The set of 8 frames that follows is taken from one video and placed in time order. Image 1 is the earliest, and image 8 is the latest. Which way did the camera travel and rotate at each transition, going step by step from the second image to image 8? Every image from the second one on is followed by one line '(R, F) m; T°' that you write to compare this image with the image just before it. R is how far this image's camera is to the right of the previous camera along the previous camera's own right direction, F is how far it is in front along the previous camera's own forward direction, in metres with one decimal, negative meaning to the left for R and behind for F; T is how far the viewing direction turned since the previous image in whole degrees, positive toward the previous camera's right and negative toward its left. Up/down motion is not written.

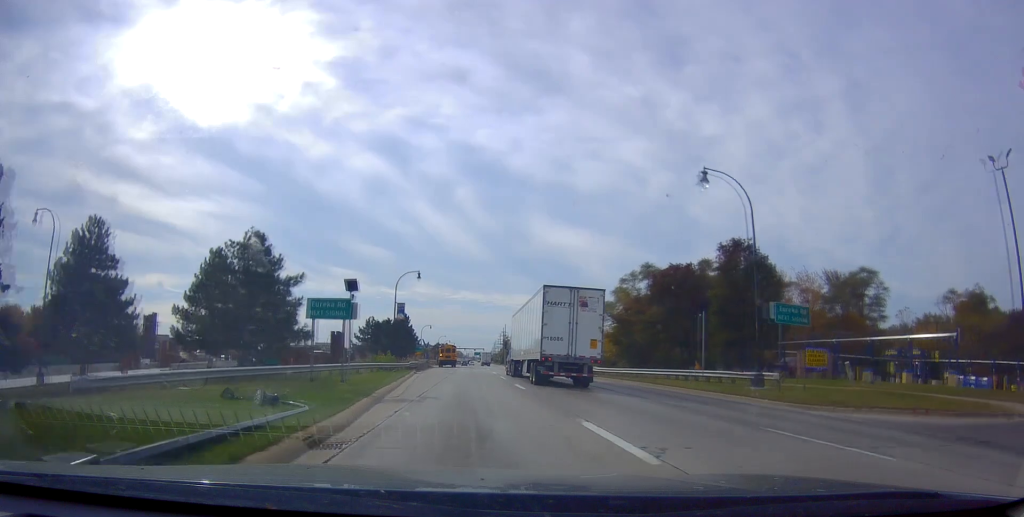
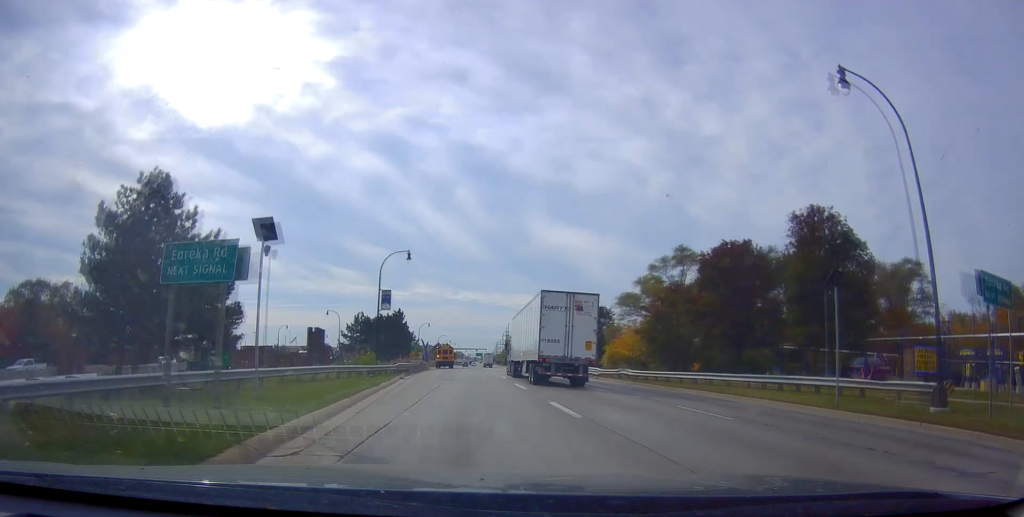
(+0.1, +10.8) m; 0°
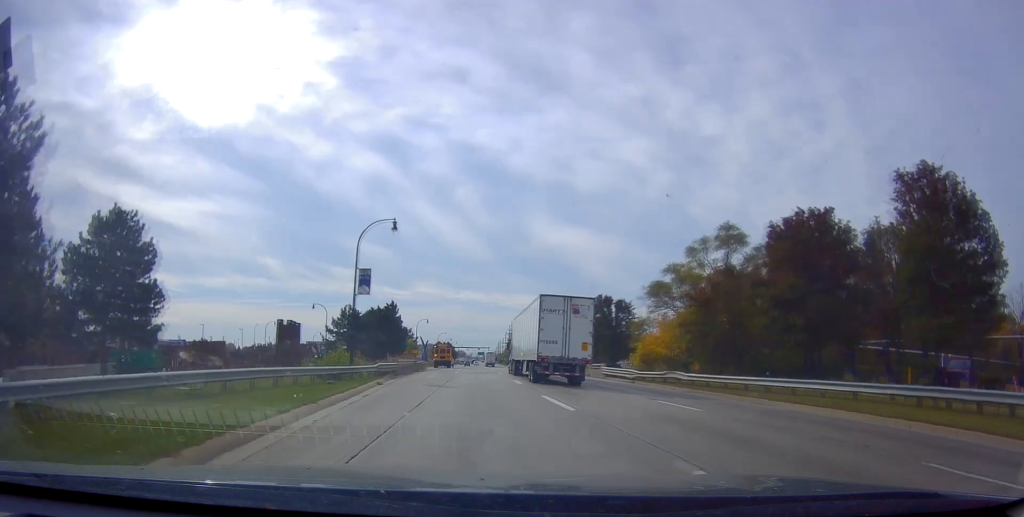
(-0.2, +10.2) m; 0°
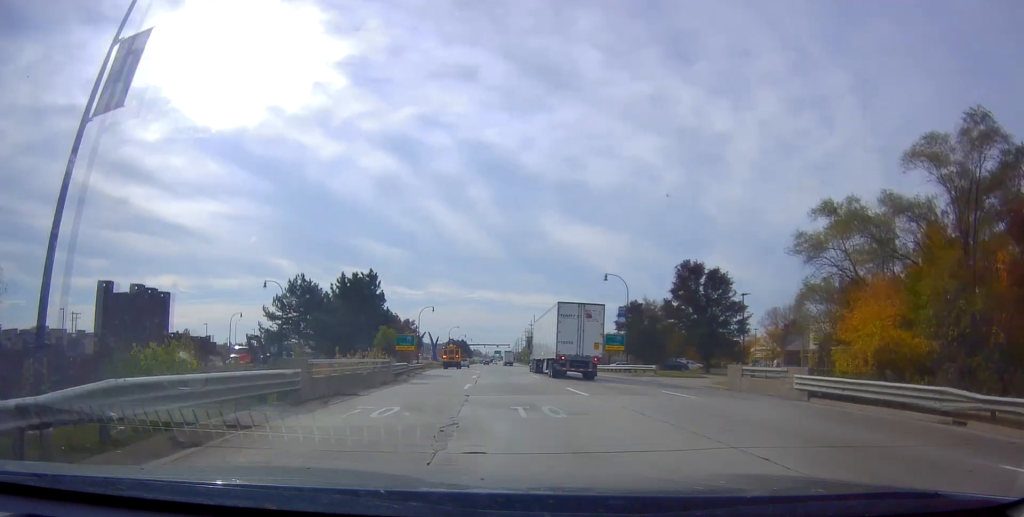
(+0.2, +27.5) m; -1°
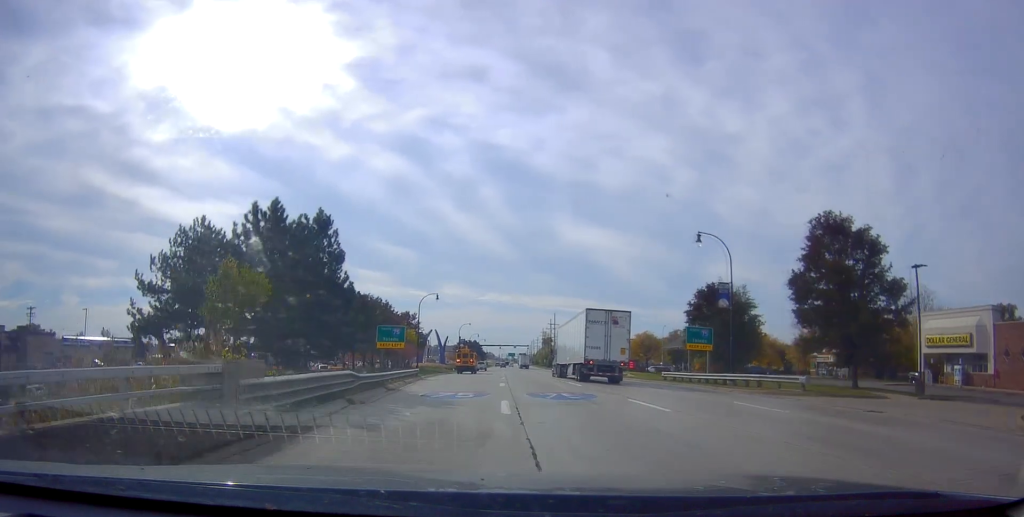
(-0.6, +21.0) m; -3°
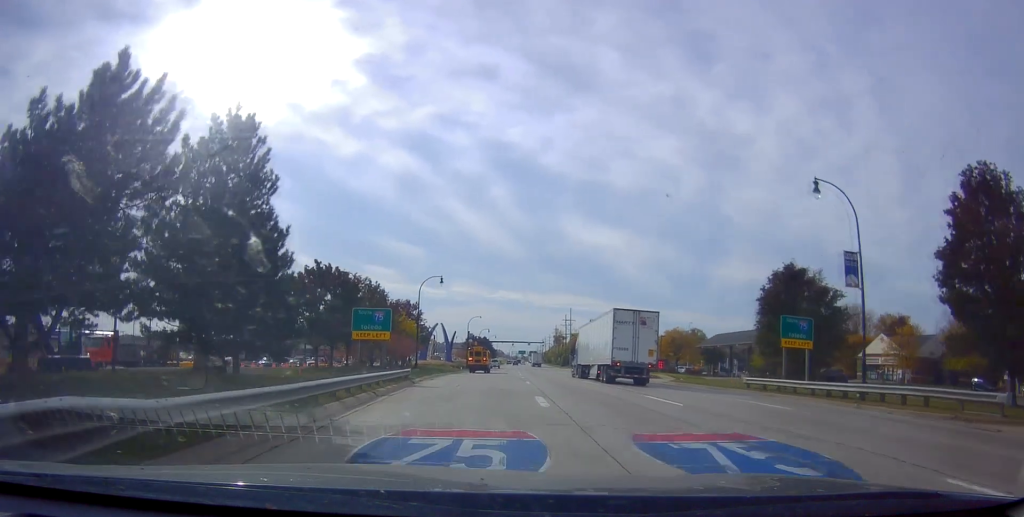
(-0.2, +12.9) m; -1°
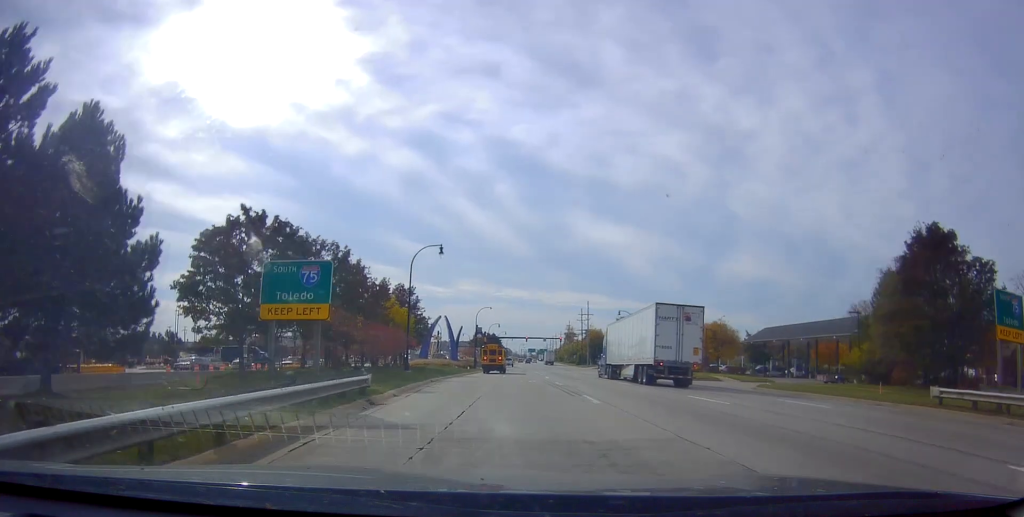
(-0.2, +15.2) m; +2°
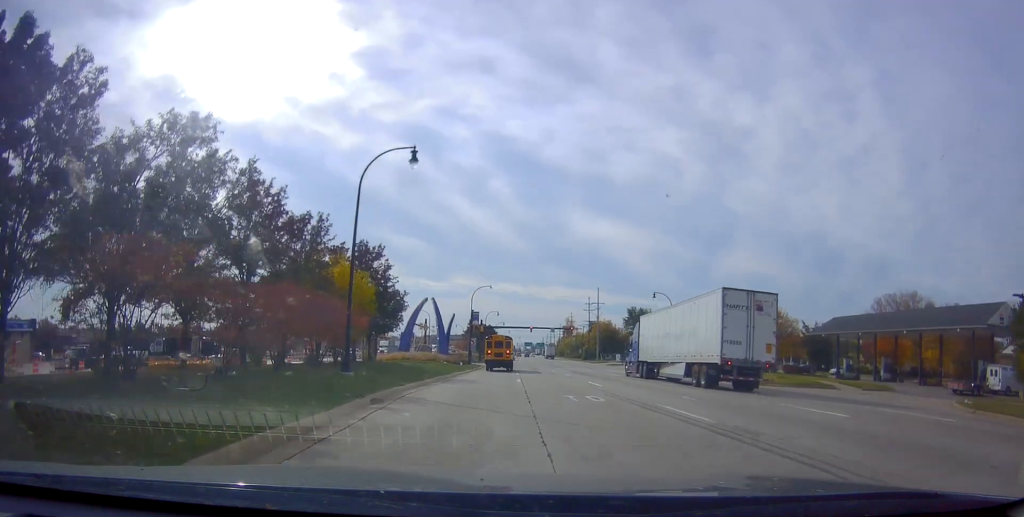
(+0.6, +19.0) m; 0°
